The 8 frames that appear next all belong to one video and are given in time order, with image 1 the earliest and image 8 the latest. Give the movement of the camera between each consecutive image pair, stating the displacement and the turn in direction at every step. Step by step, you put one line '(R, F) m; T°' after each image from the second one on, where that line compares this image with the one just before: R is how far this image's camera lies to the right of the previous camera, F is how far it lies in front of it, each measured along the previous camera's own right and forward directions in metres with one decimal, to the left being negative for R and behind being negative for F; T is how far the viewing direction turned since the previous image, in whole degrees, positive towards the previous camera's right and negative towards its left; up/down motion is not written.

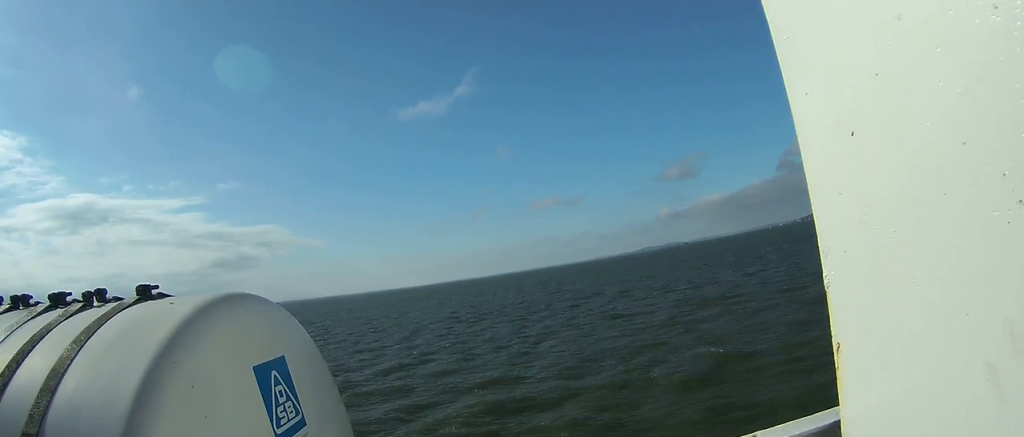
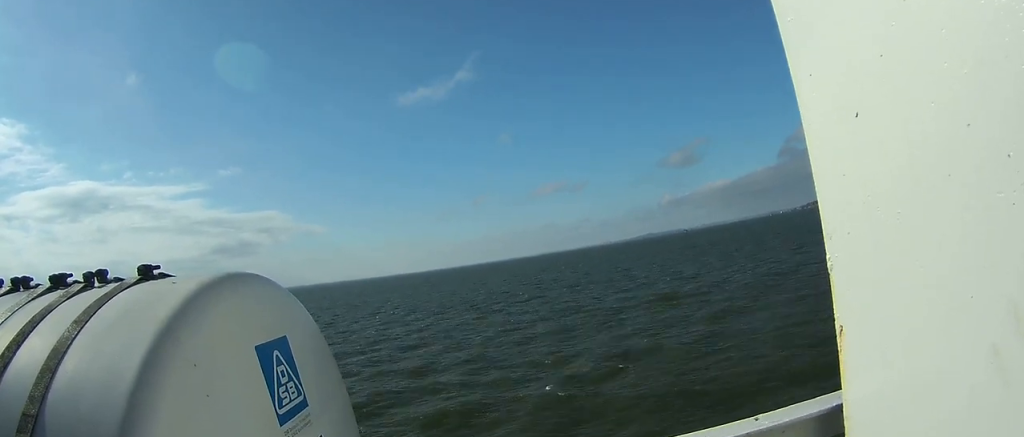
(0.0, +5.0) m; 0°
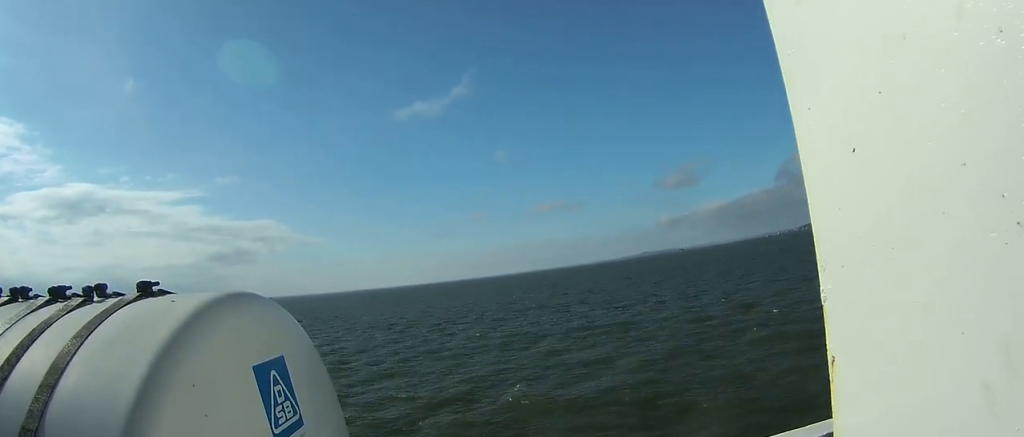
(-0.1, +6.0) m; -1°
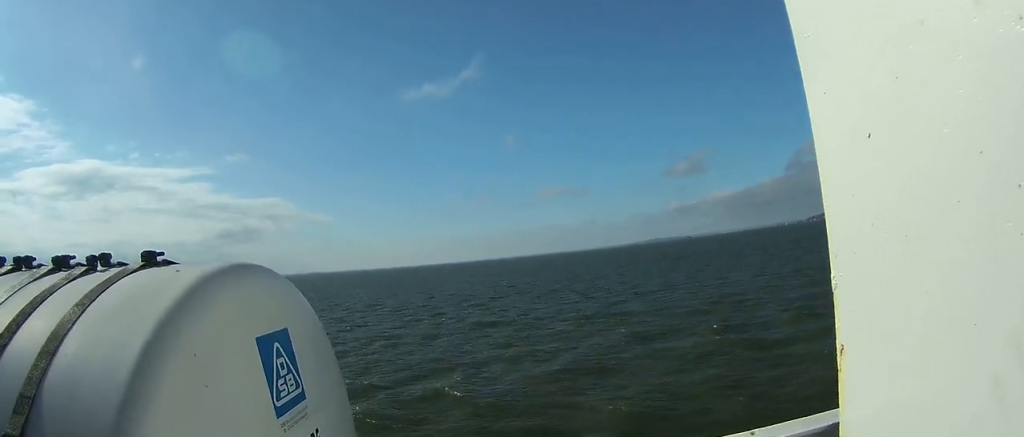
(0.0, +3.0) m; 0°
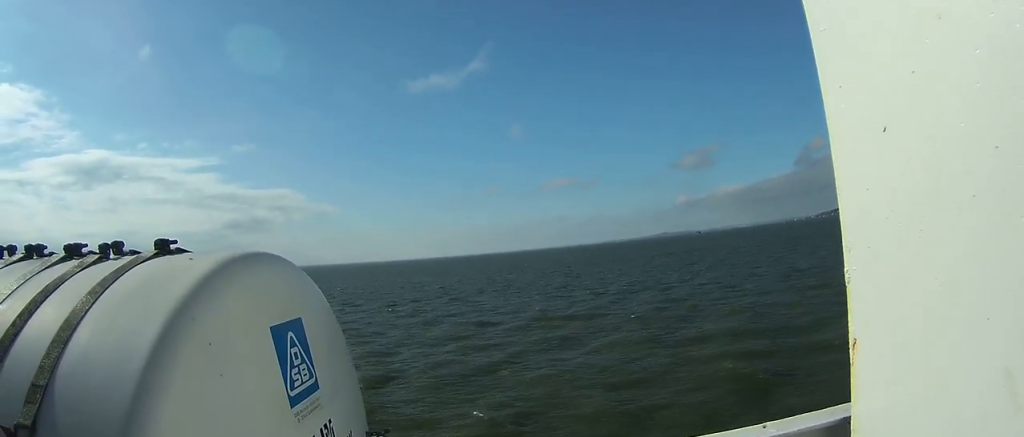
(0.0, +4.0) m; 0°
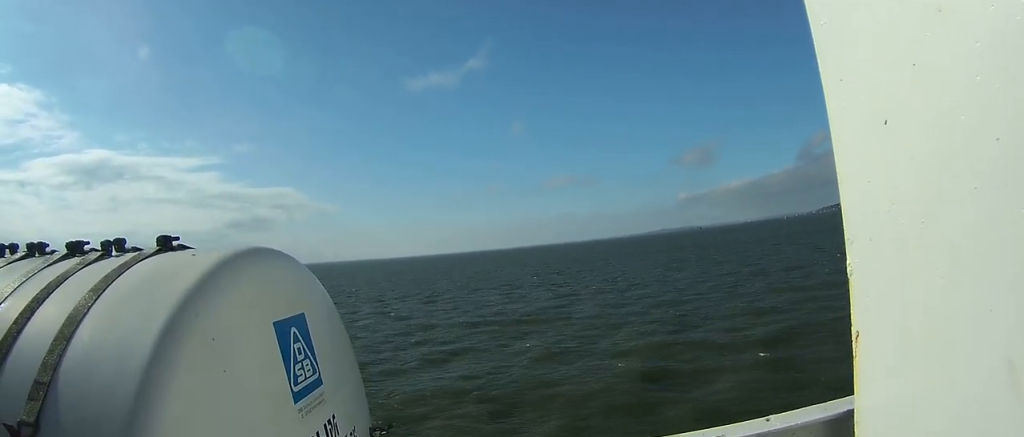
(0.0, +3.6) m; +1°
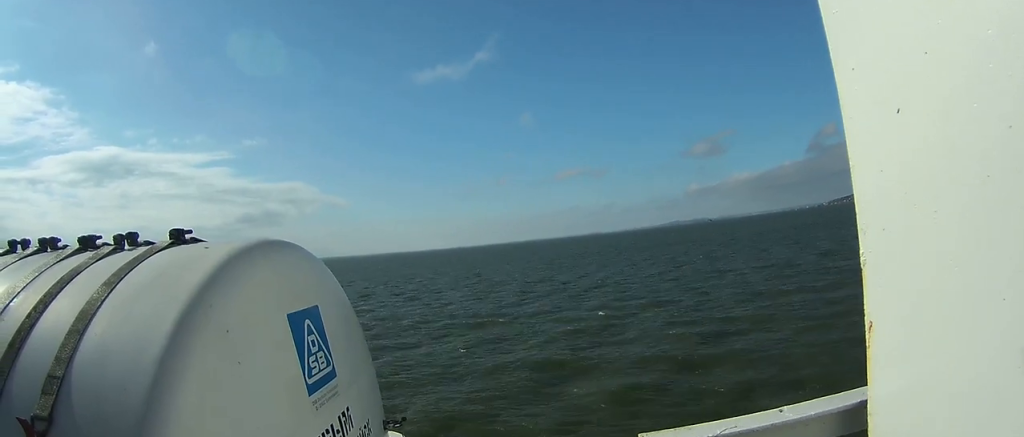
(0.0, +4.2) m; 0°
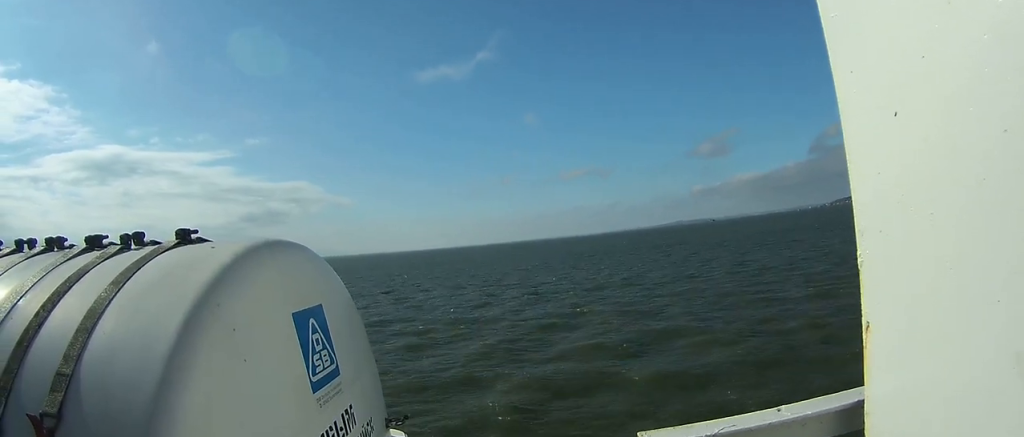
(0.0, +2.9) m; -1°
